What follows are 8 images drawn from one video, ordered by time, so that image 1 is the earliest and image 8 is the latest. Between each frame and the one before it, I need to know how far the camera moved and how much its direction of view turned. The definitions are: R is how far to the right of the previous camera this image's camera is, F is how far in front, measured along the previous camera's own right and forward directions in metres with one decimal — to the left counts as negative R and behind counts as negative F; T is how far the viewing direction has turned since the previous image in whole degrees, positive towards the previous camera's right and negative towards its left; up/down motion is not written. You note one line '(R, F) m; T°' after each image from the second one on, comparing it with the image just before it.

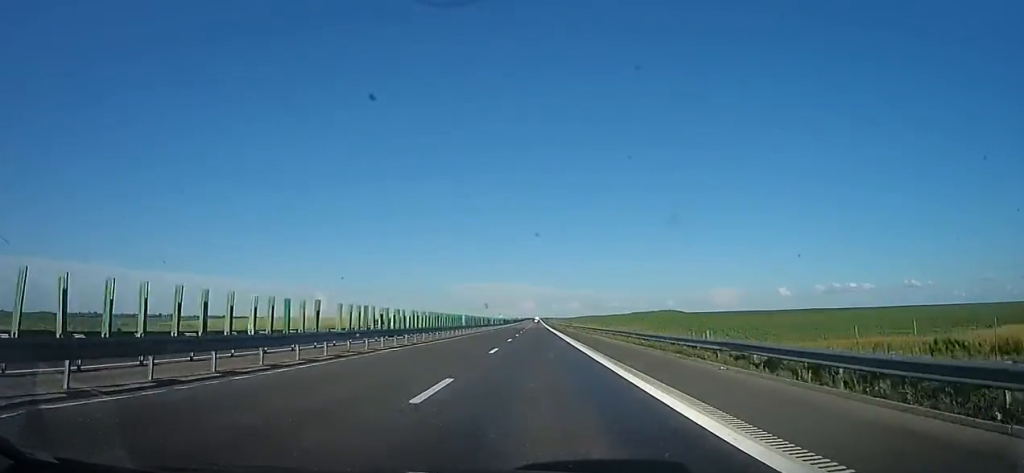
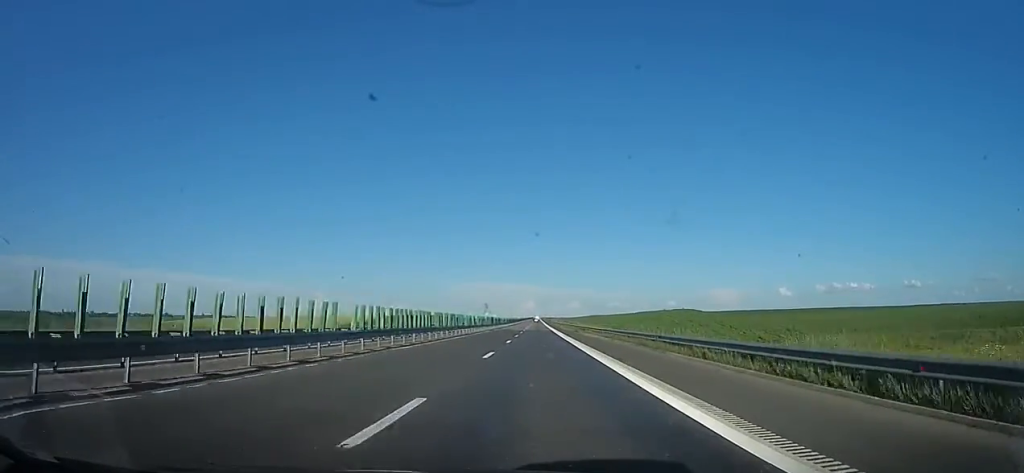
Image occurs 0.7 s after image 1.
(+0.5, +26.5) m; 0°
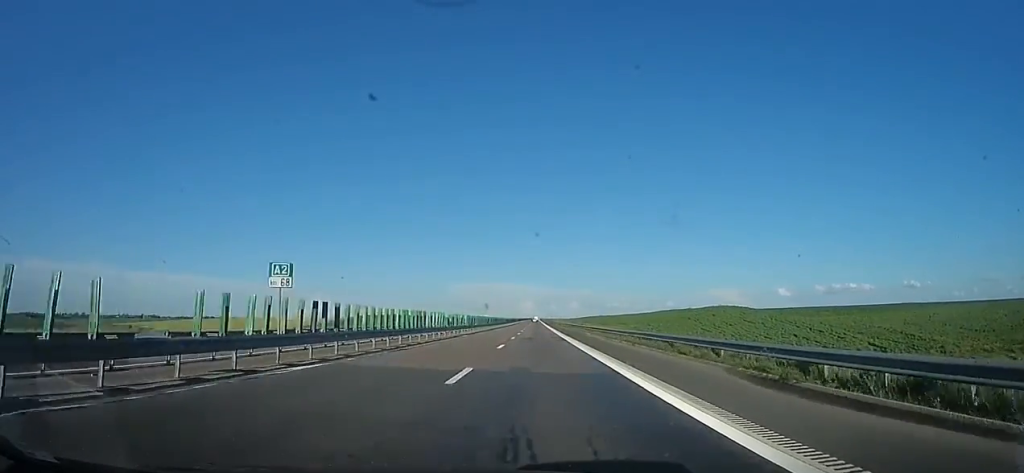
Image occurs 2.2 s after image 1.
(-0.9, +54.4) m; 0°
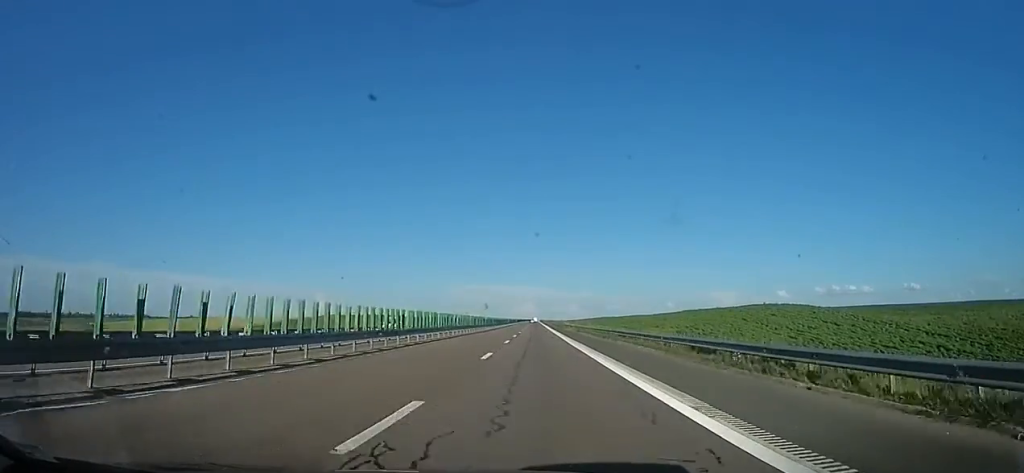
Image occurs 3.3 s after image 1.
(+1.8, +42.1) m; +2°
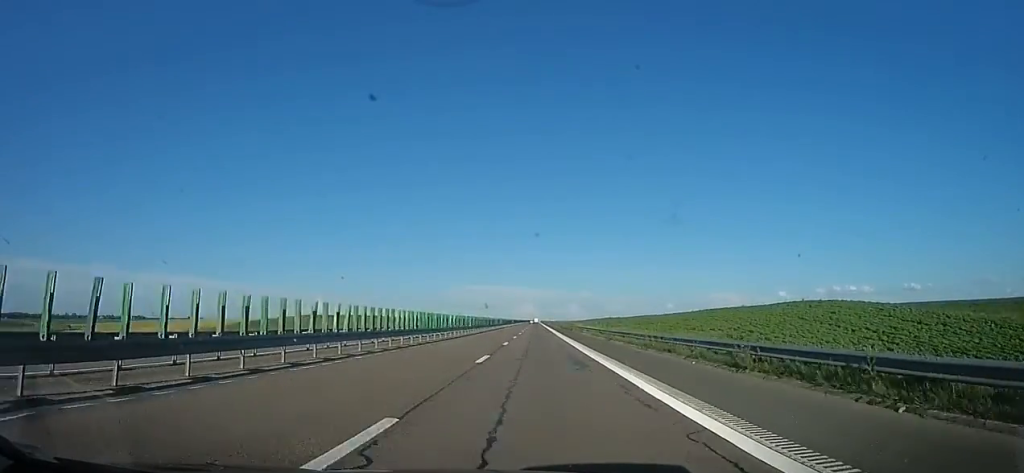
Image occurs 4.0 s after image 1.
(+0.1, +26.1) m; -2°
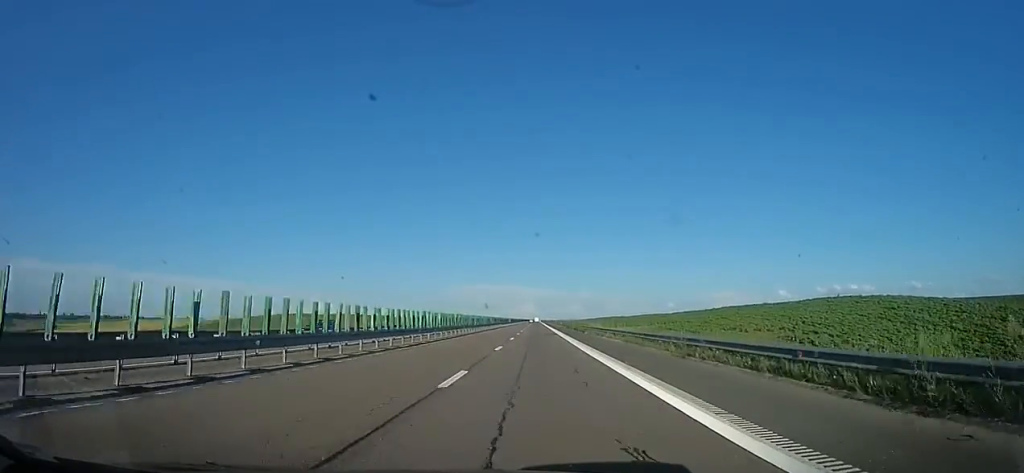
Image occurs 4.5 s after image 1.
(-0.4, +18.0) m; 0°
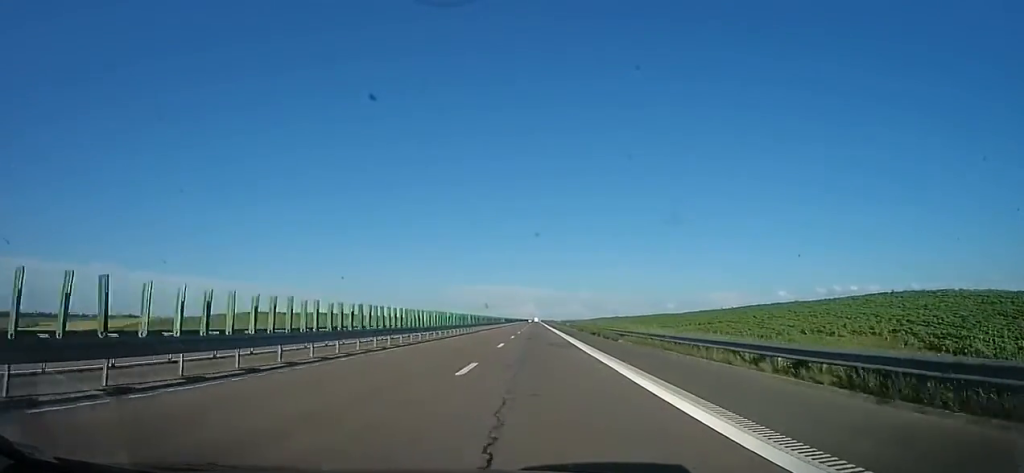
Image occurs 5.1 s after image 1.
(-0.9, +22.3) m; 0°
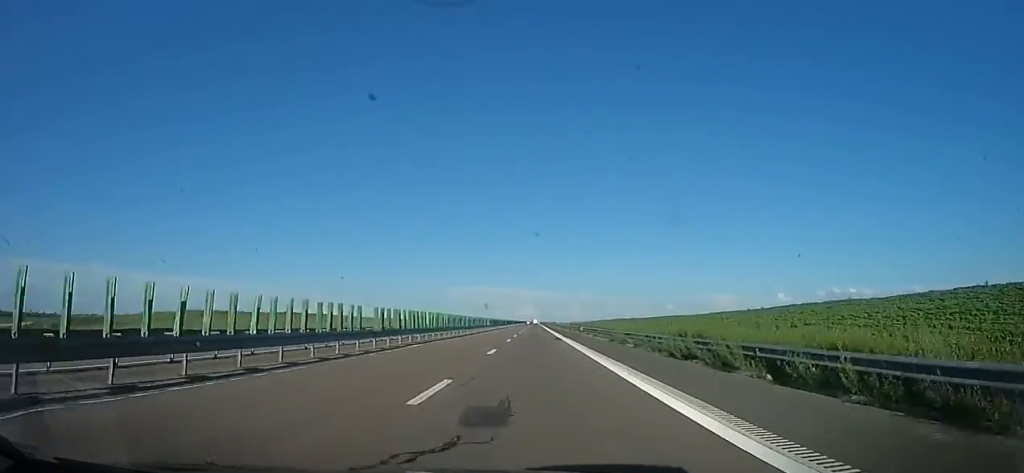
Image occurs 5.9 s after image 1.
(+1.1, +27.7) m; +2°
